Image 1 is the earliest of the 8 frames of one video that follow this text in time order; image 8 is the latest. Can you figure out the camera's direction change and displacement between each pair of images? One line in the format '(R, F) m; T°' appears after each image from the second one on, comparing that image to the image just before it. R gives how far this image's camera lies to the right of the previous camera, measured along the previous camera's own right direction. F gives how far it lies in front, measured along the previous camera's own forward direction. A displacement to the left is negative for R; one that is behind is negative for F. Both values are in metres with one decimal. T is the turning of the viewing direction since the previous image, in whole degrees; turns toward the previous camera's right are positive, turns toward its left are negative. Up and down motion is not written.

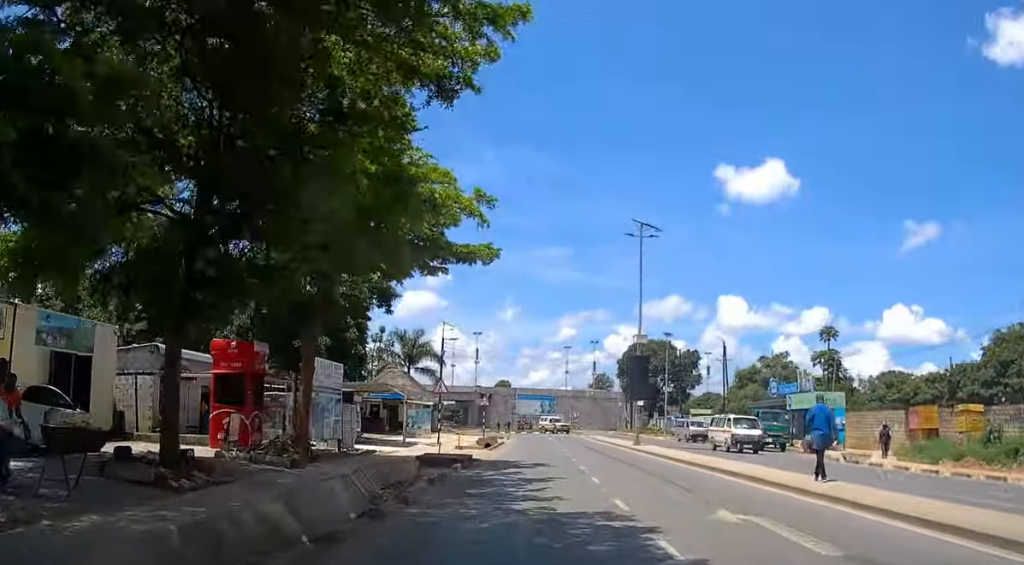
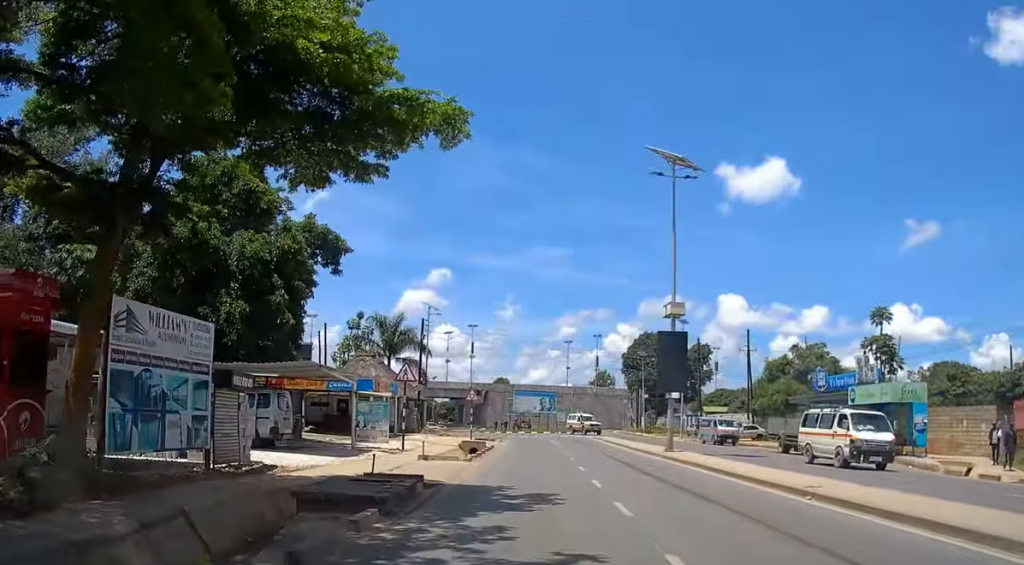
(+0.2, +9.7) m; 0°
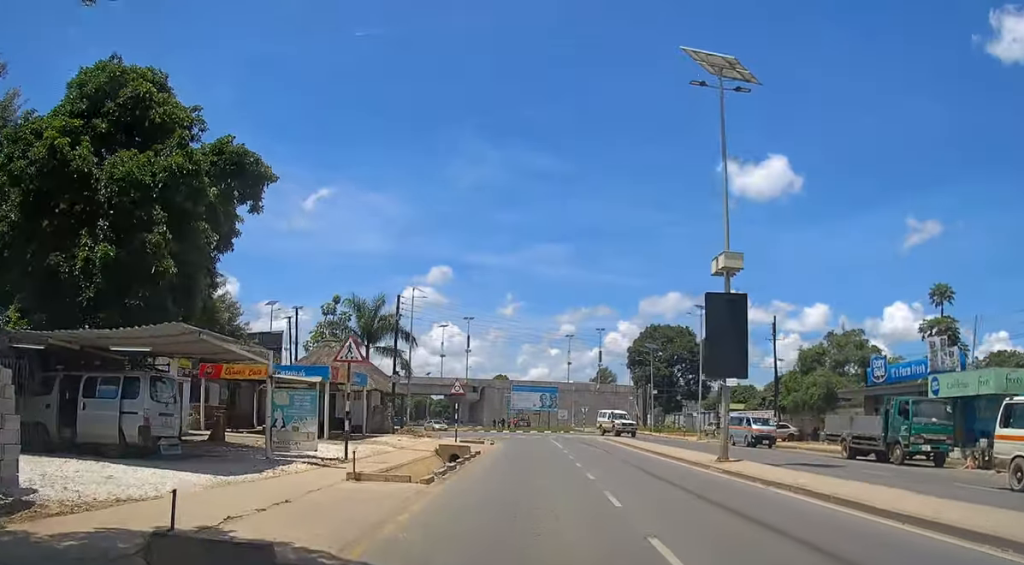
(0.0, +8.2) m; 0°
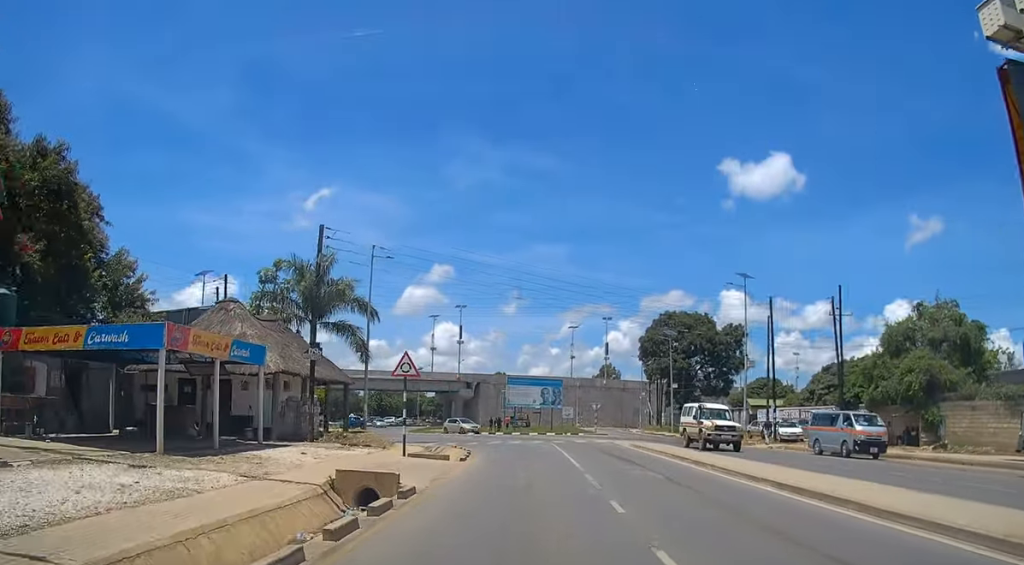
(0.0, +14.3) m; 0°
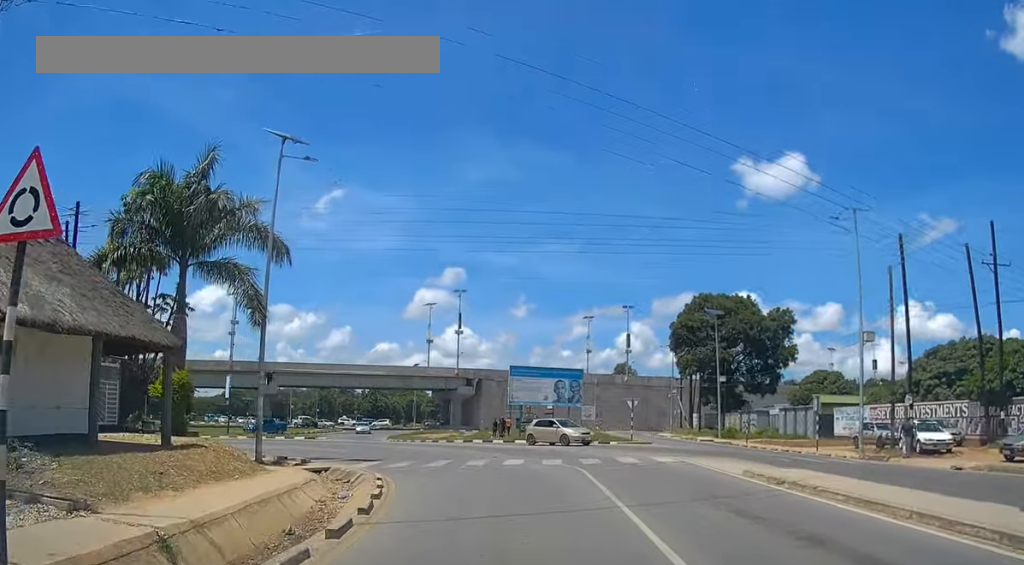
(-0.1, +17.8) m; -1°
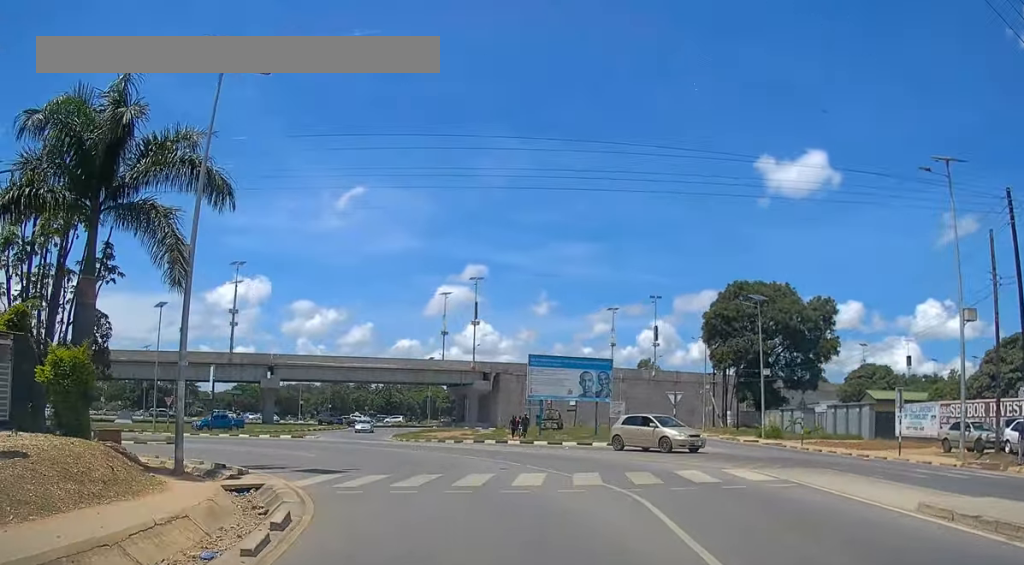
(0.0, +7.2) m; -3°
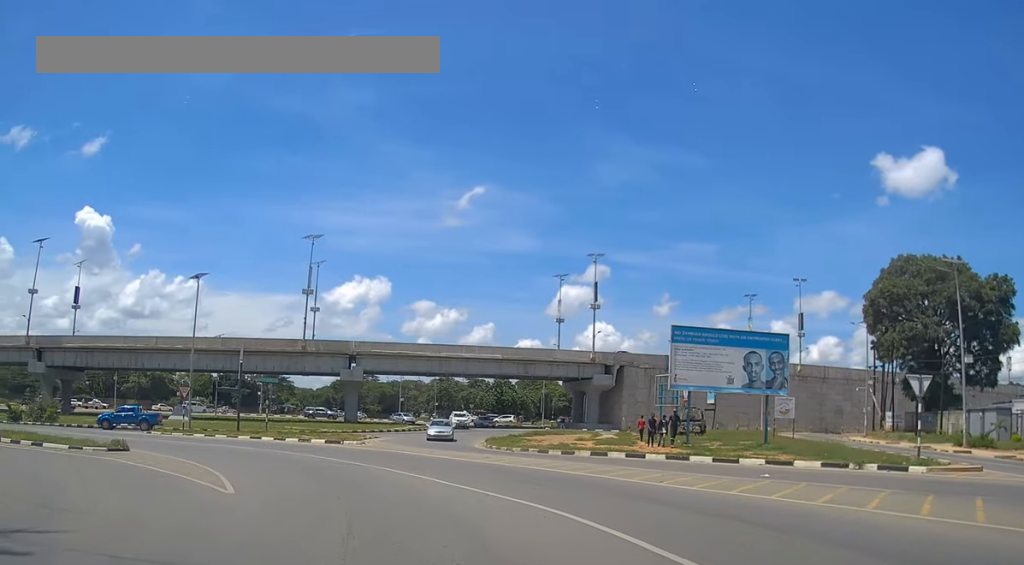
(-1.5, +14.9) m; -14°
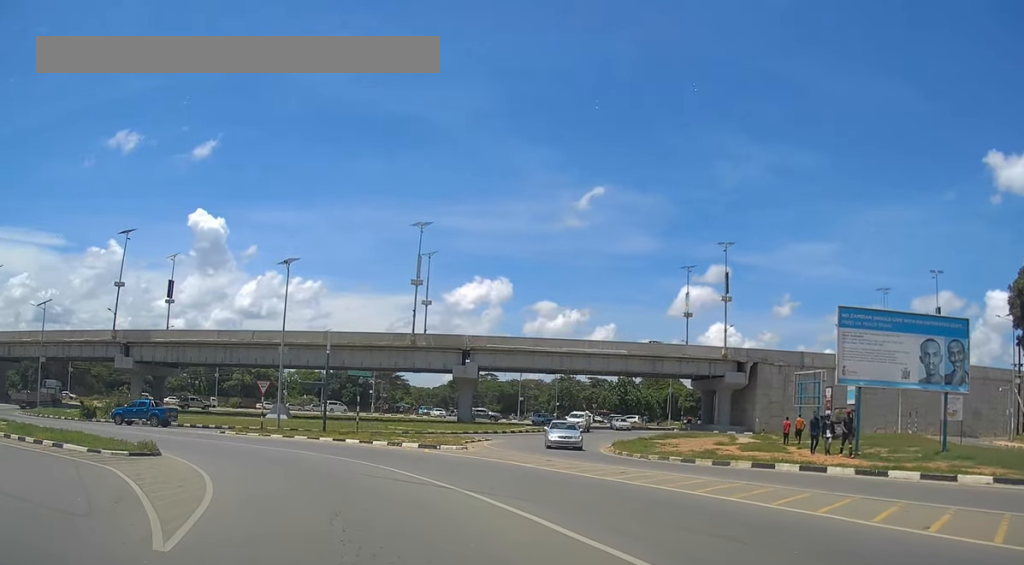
(-0.2, +6.2) m; -9°
